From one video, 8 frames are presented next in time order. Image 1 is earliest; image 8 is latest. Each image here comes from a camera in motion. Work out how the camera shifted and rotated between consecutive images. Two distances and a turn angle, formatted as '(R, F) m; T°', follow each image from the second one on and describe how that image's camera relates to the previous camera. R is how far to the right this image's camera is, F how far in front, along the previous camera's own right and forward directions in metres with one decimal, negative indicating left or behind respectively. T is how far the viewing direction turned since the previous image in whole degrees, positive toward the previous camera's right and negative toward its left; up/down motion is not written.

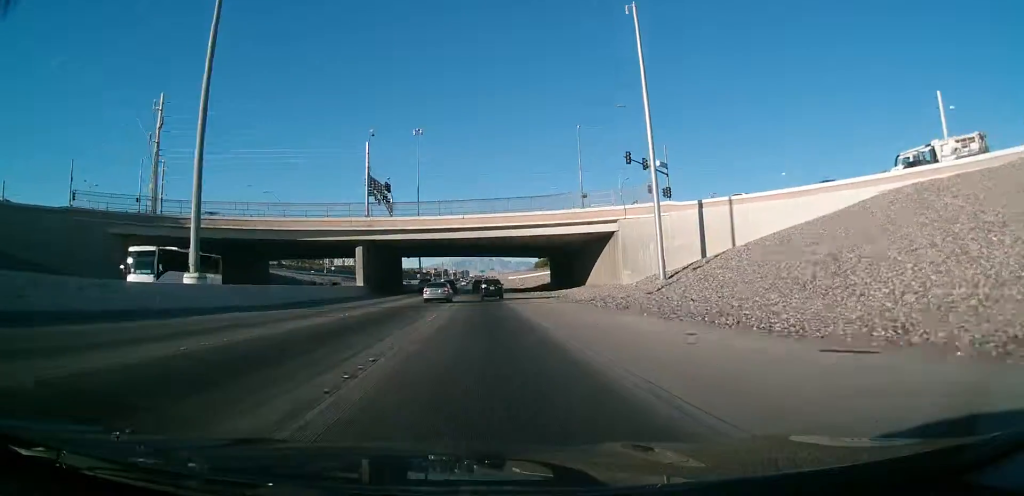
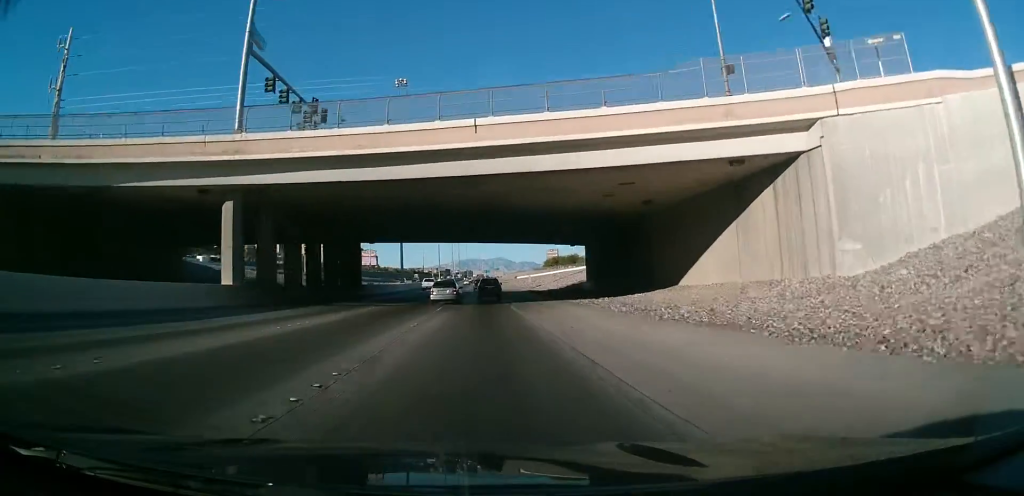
(+0.5, +38.7) m; +1°
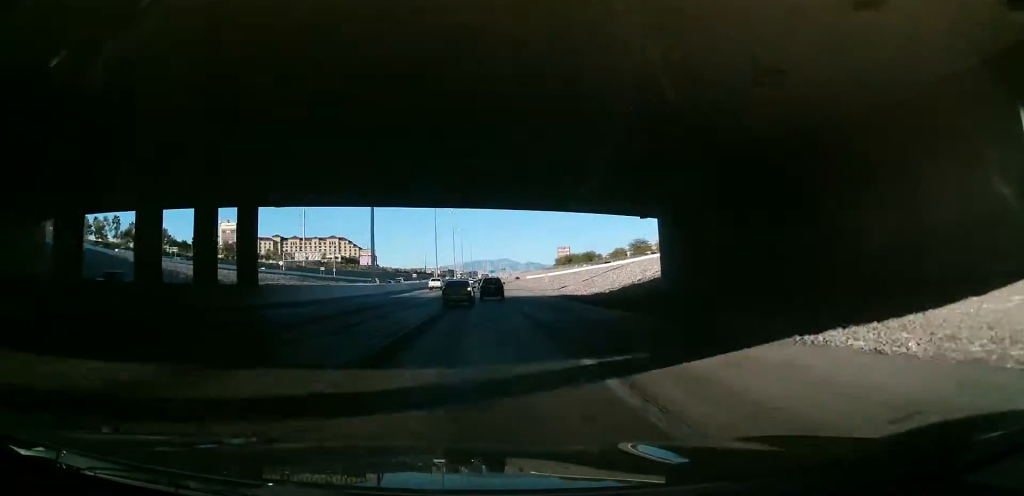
(0.0, +33.0) m; -1°
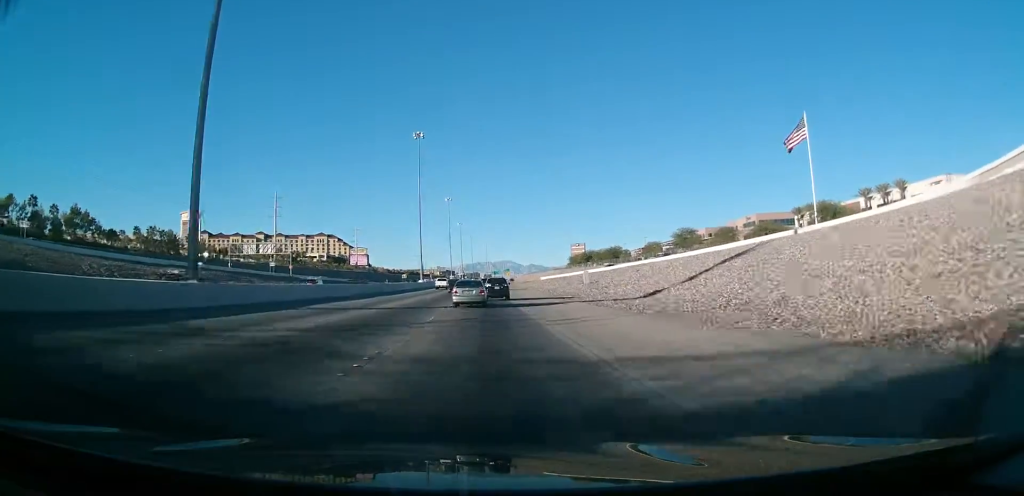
(-0.9, +49.5) m; -2°
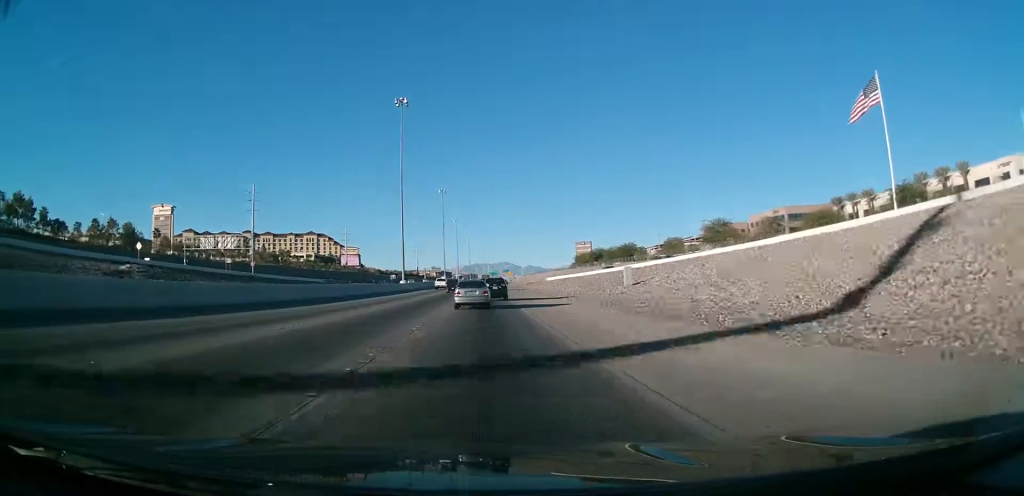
(0.0, +25.6) m; +1°
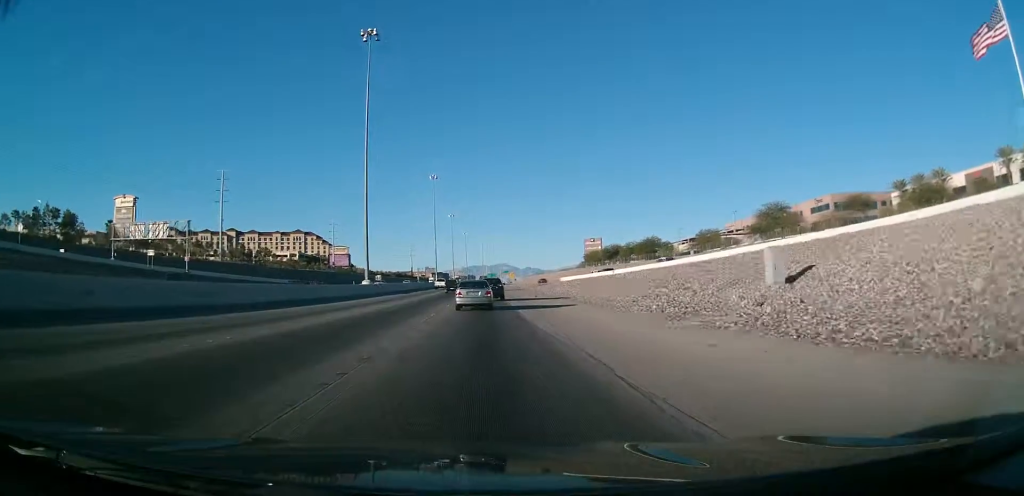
(+0.5, +31.0) m; +1°
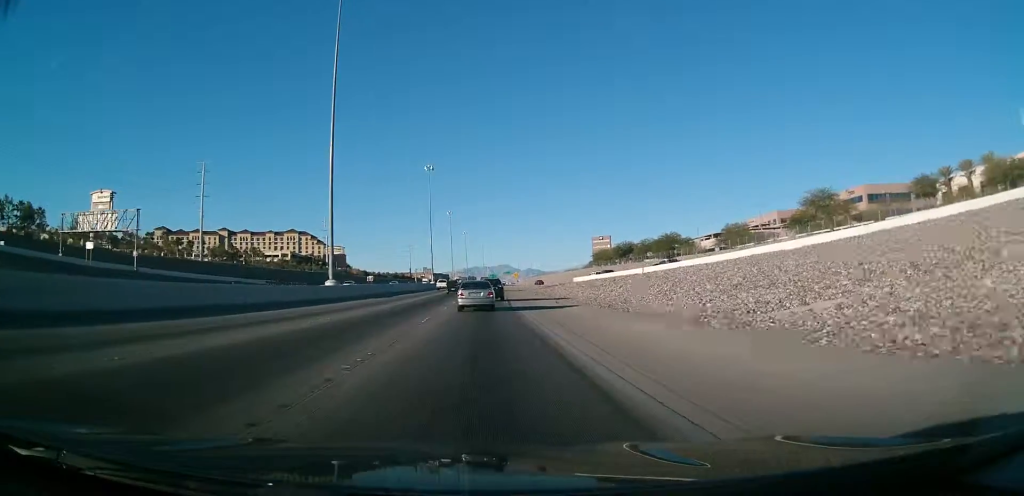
(+0.1, +17.7) m; 0°
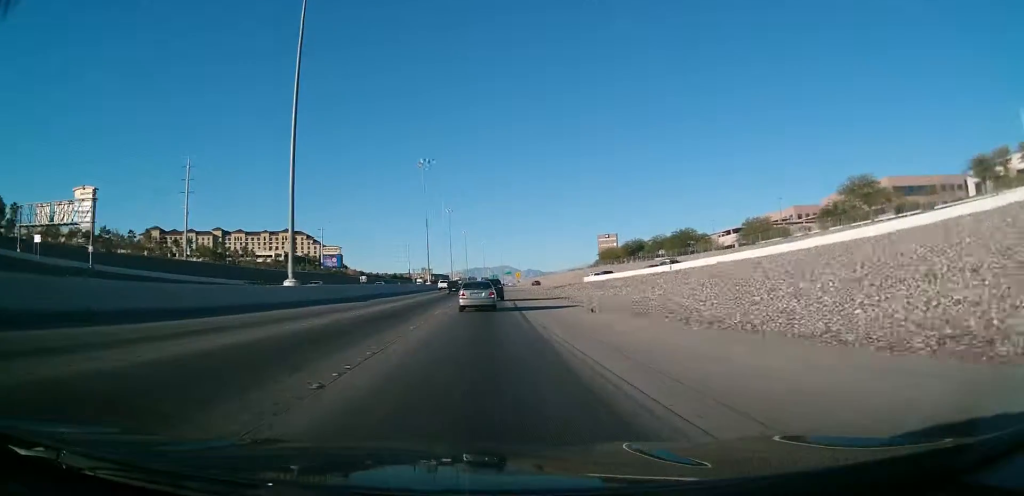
(0.0, +12.0) m; 0°
